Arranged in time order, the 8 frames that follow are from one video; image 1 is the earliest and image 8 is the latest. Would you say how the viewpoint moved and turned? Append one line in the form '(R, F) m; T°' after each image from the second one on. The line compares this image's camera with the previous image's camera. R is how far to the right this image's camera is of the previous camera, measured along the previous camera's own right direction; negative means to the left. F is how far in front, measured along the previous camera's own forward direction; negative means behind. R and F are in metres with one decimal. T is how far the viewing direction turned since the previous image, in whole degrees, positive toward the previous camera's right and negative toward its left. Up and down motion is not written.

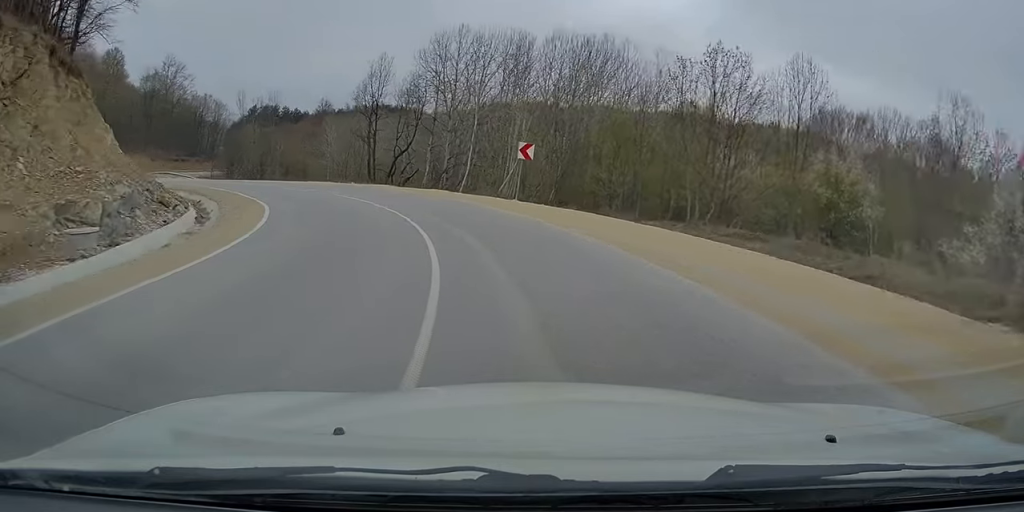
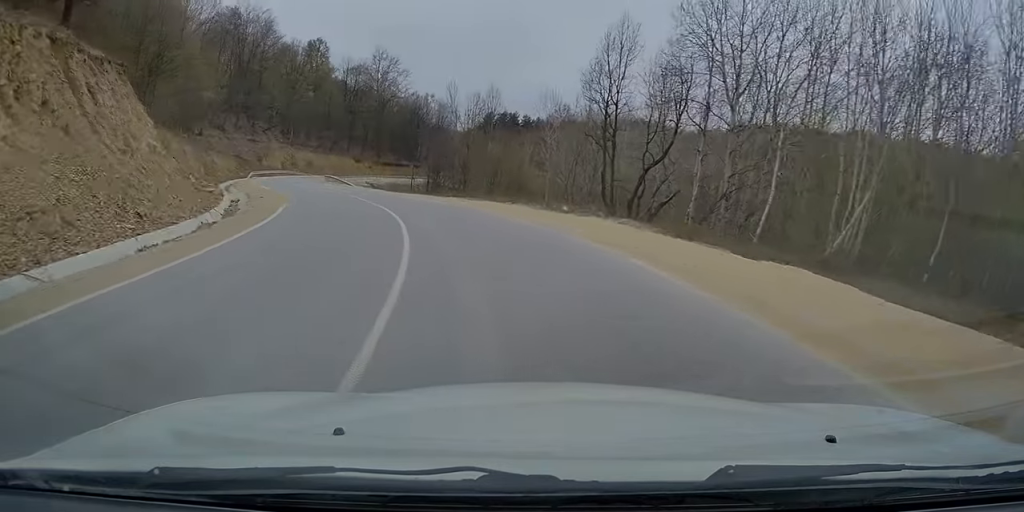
(-4.1, +22.2) m; -20°
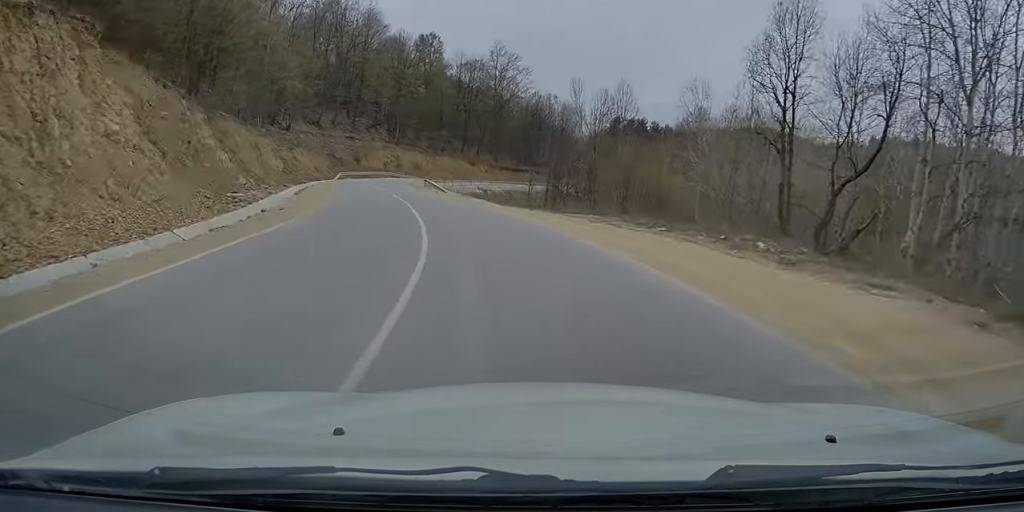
(-0.9, +11.8) m; -8°
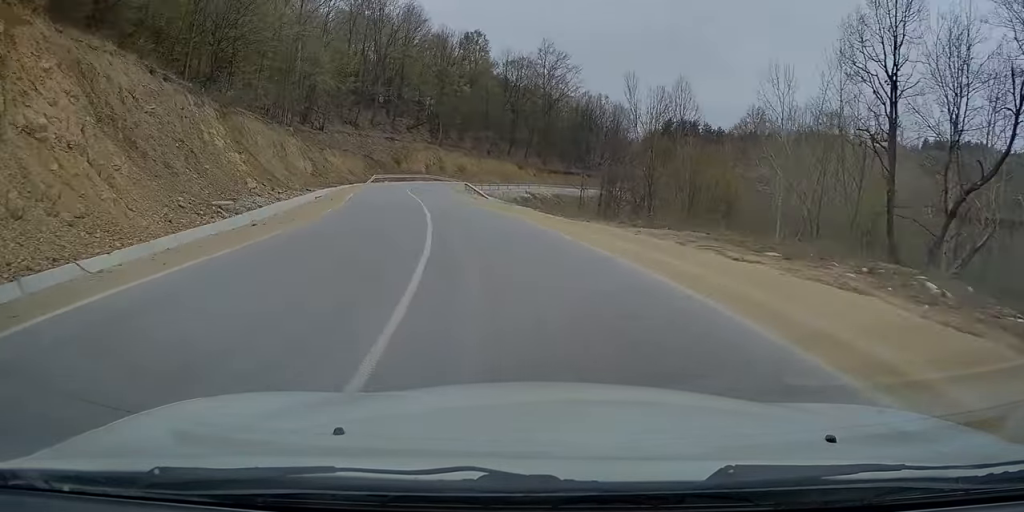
(-0.3, +5.8) m; -4°
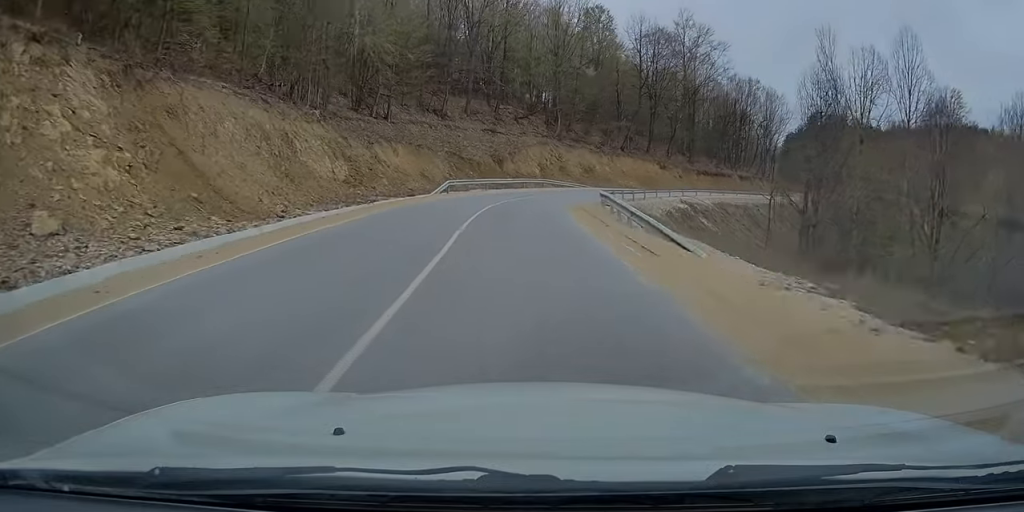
(-3.0, +24.4) m; -10°
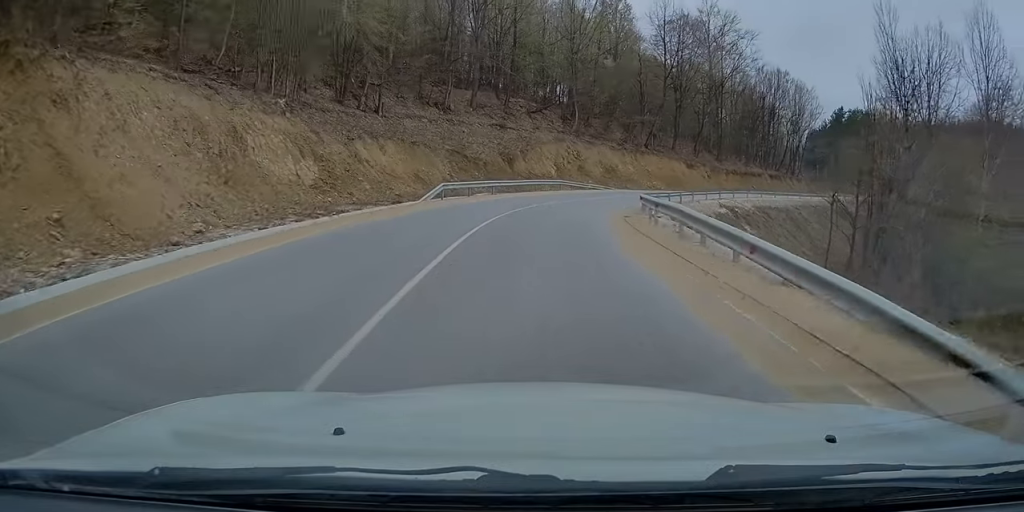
(0.0, +8.1) m; +1°
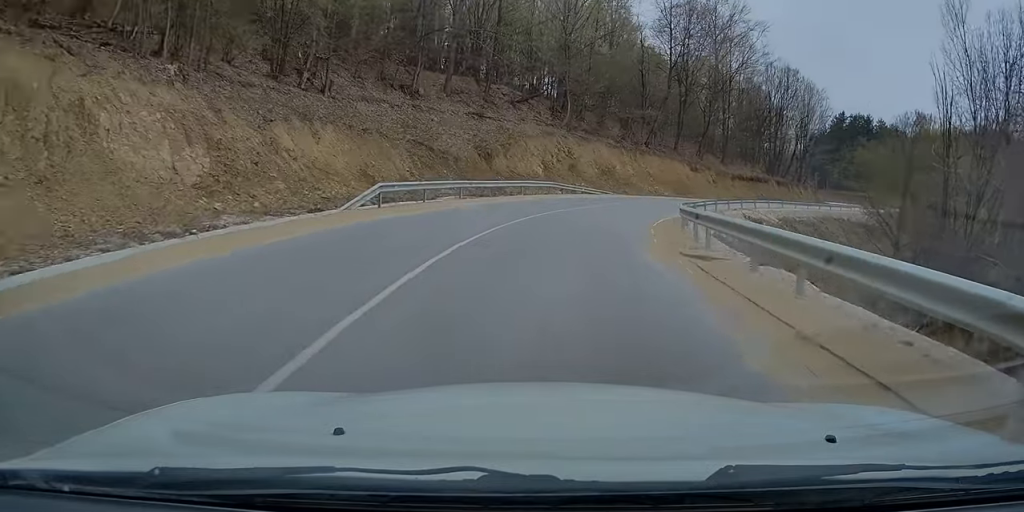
(0.0, +10.0) m; +2°
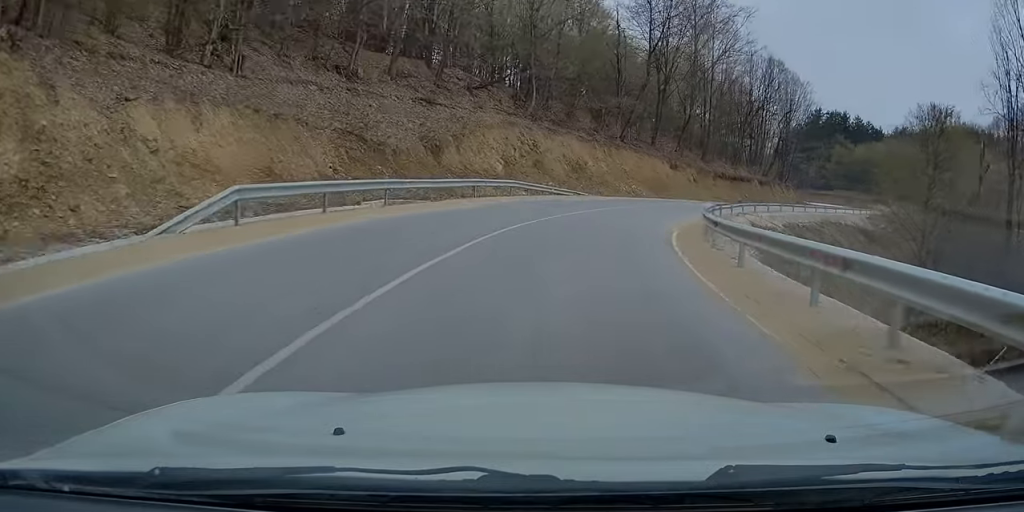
(+0.1, +8.1) m; +4°
